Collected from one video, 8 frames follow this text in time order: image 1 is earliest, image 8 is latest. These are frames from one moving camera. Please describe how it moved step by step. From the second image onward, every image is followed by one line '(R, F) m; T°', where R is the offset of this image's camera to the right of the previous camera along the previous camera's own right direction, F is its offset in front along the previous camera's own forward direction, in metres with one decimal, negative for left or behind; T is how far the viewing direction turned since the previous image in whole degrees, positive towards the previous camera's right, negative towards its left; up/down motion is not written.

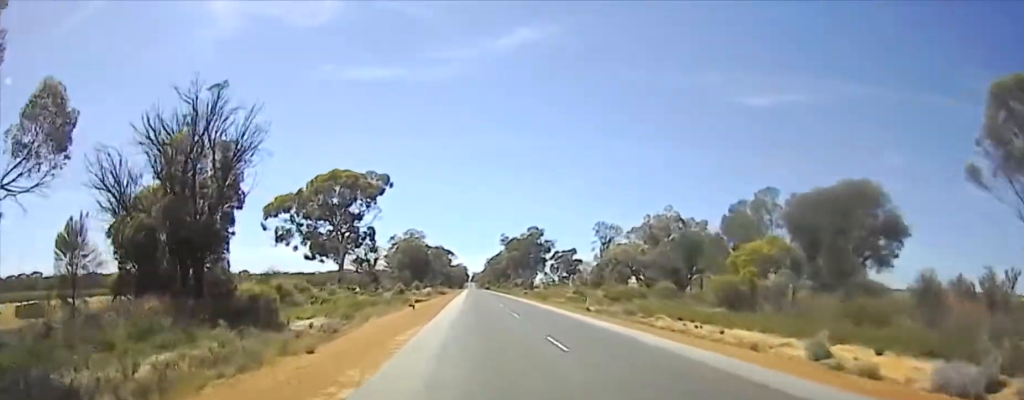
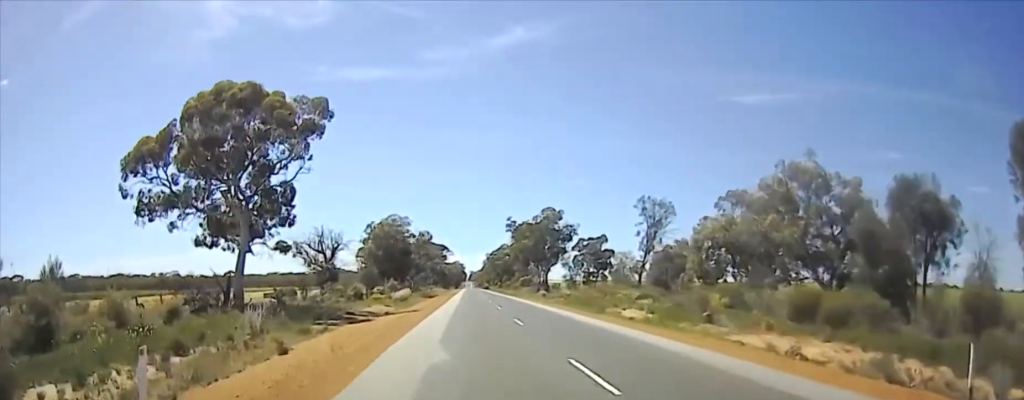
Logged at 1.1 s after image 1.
(-0.5, +26.1) m; -1°
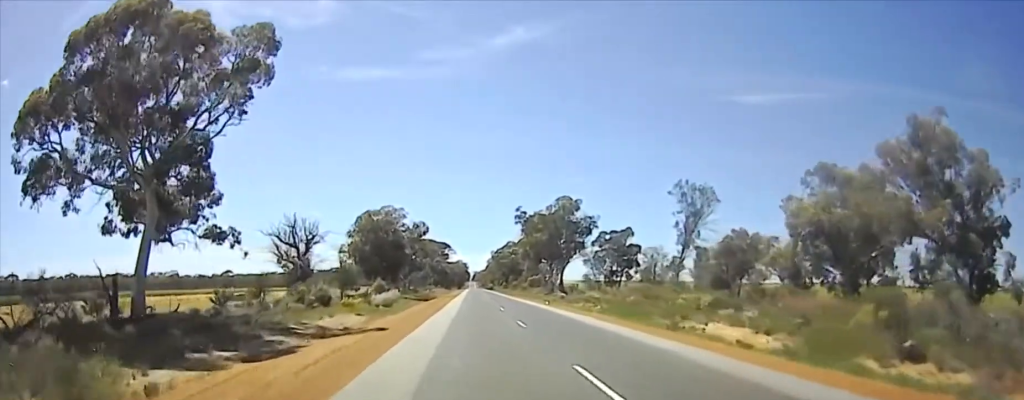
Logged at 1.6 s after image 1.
(-0.2, +14.0) m; 0°
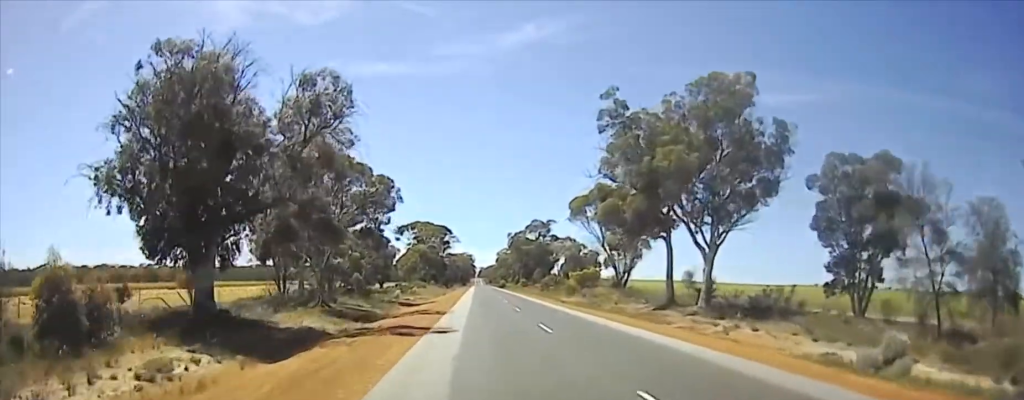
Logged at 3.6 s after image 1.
(+1.3, +55.9) m; +2°
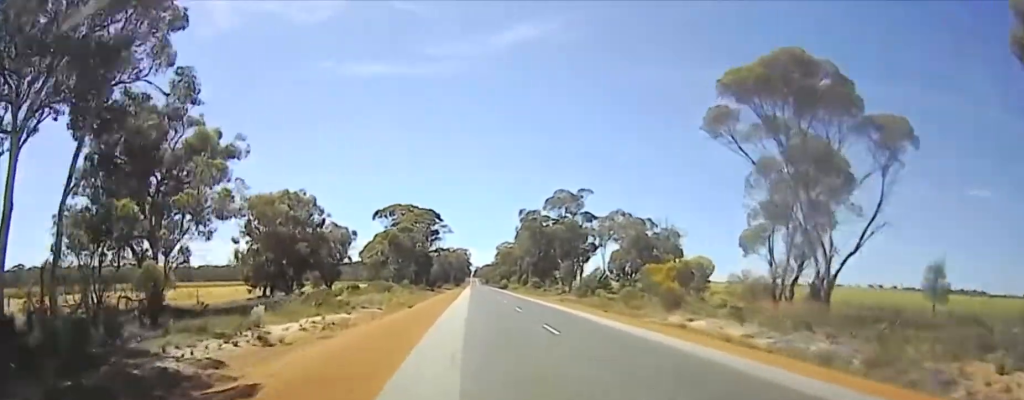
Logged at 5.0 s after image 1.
(-0.1, +41.7) m; -2°
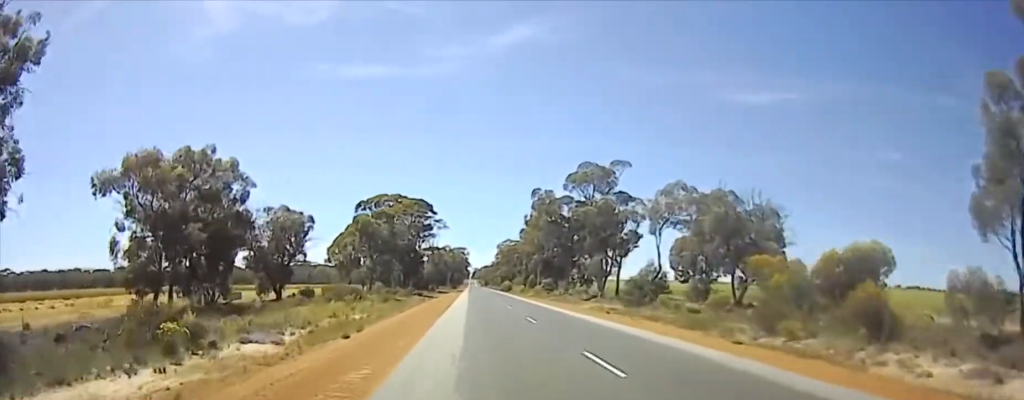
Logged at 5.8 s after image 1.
(-0.9, +23.2) m; 0°
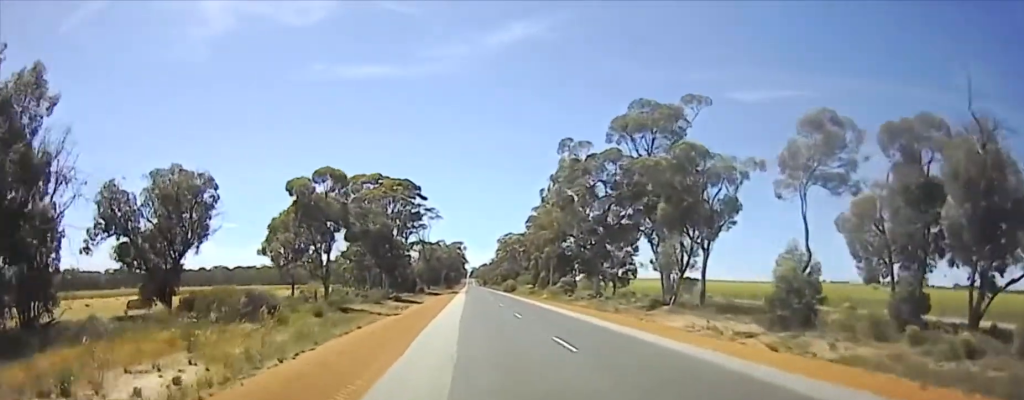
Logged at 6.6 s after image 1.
(+0.6, +26.5) m; +1°
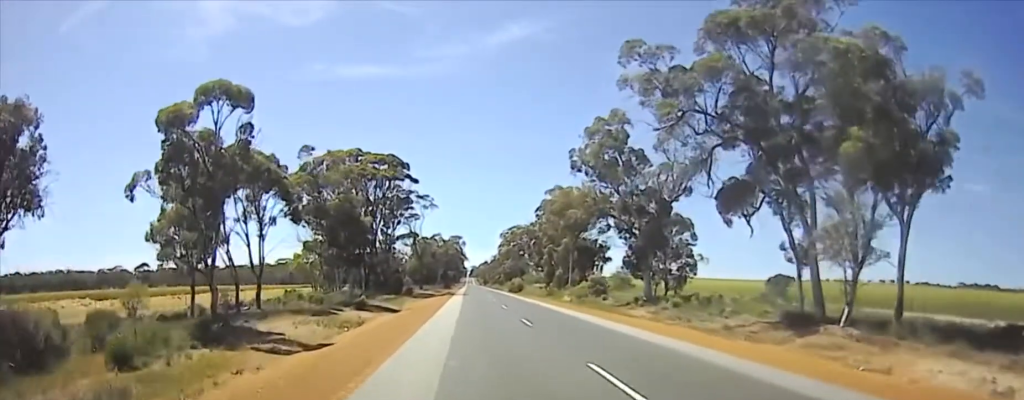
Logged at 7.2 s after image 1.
(+0.4, +21.9) m; +1°
